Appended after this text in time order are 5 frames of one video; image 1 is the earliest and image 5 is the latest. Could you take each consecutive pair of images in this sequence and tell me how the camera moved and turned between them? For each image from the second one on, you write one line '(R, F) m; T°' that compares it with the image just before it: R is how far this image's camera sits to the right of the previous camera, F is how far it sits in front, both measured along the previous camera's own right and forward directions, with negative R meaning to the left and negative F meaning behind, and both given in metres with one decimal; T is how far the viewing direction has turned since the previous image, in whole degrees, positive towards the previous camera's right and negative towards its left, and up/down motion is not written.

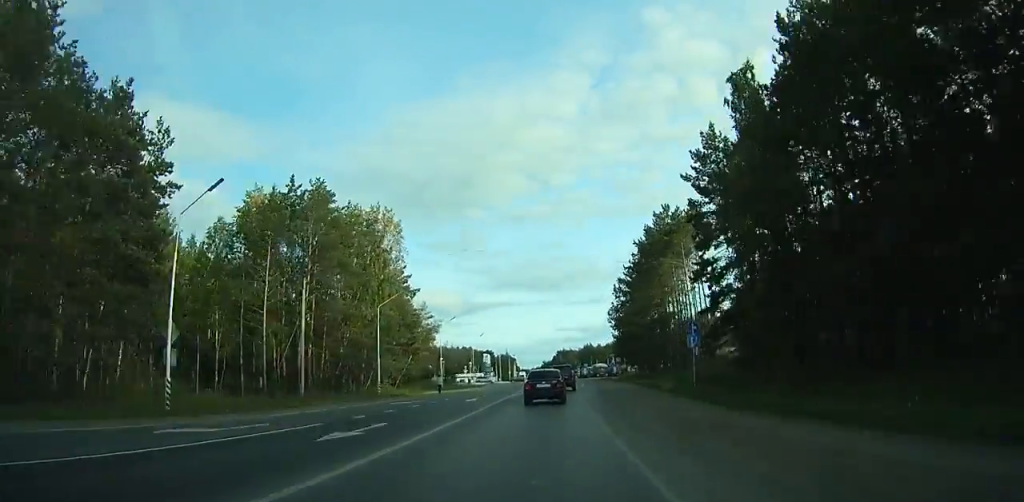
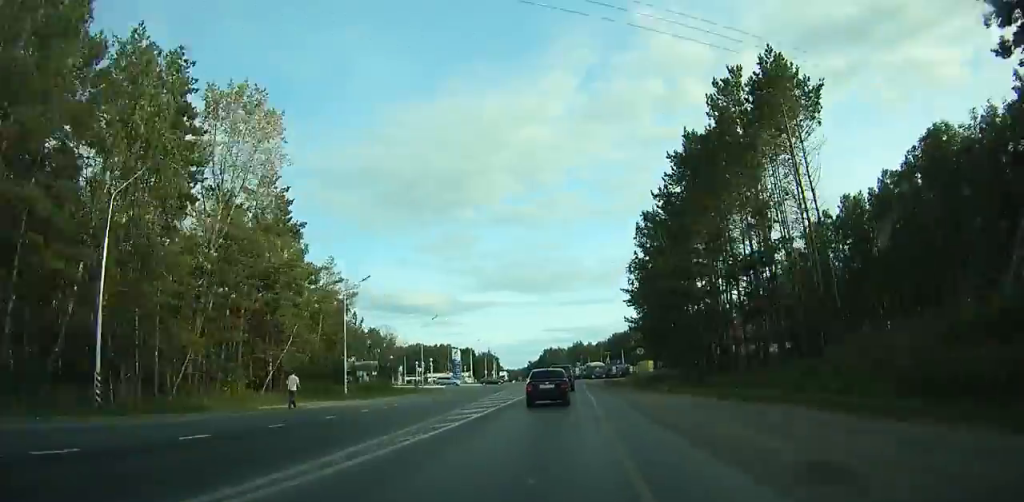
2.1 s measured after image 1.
(+0.4, +33.9) m; +1°
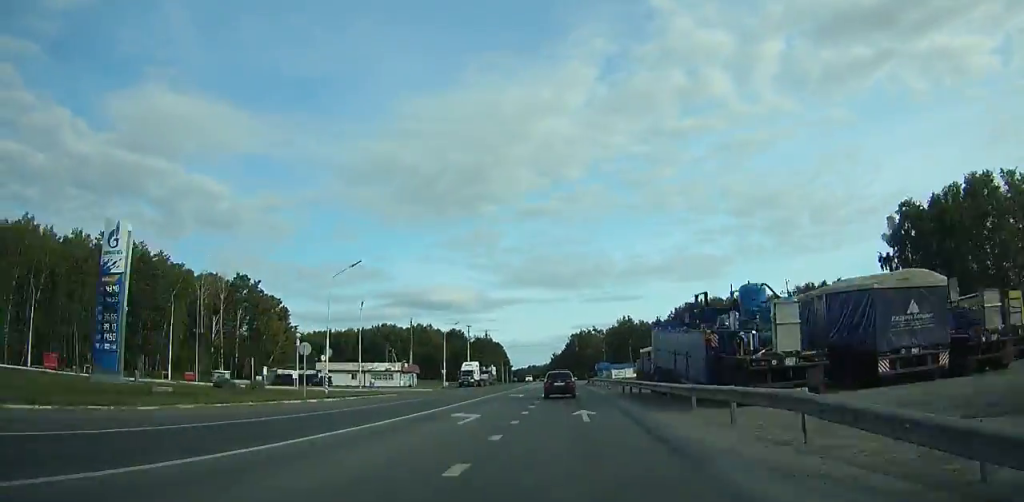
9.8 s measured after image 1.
(-1.0, +123.5) m; -3°
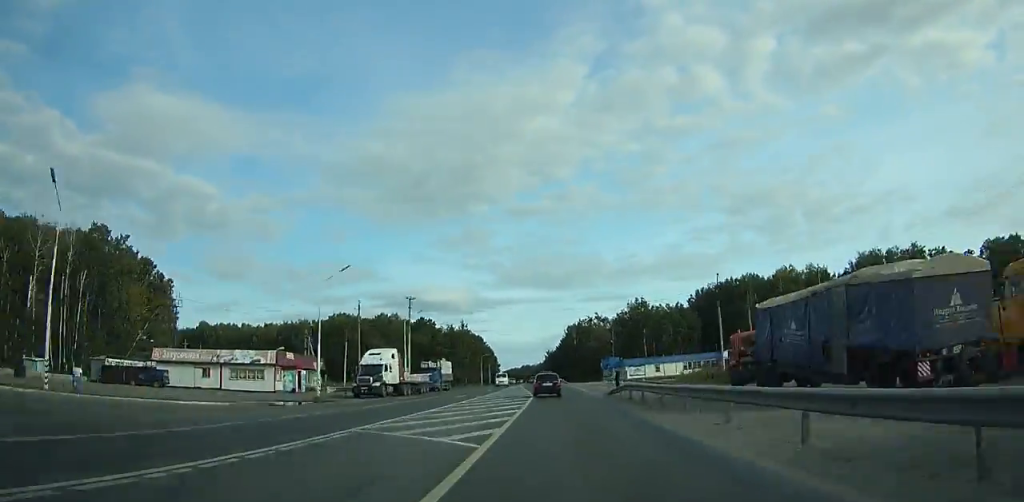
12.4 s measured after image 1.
(-0.6, +44.4) m; -1°
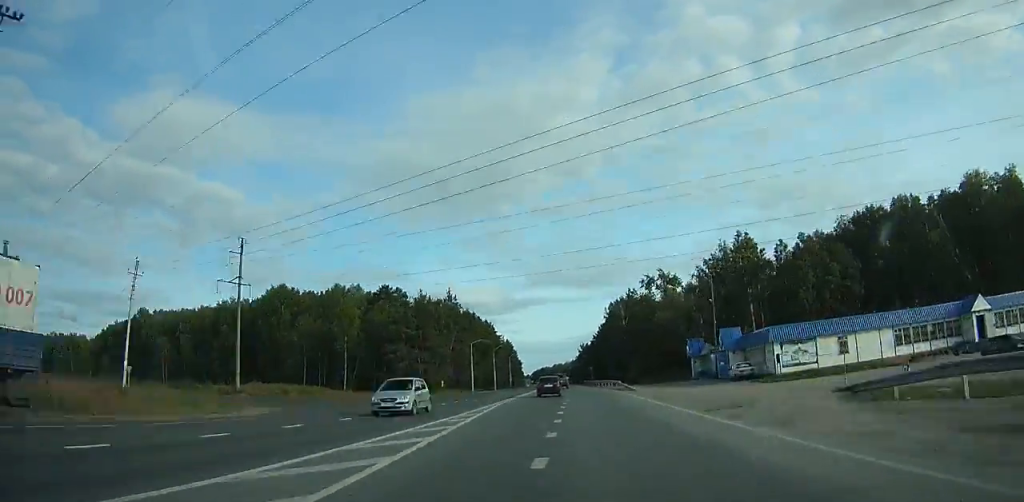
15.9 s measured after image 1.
(-0.5, +63.9) m; -1°
